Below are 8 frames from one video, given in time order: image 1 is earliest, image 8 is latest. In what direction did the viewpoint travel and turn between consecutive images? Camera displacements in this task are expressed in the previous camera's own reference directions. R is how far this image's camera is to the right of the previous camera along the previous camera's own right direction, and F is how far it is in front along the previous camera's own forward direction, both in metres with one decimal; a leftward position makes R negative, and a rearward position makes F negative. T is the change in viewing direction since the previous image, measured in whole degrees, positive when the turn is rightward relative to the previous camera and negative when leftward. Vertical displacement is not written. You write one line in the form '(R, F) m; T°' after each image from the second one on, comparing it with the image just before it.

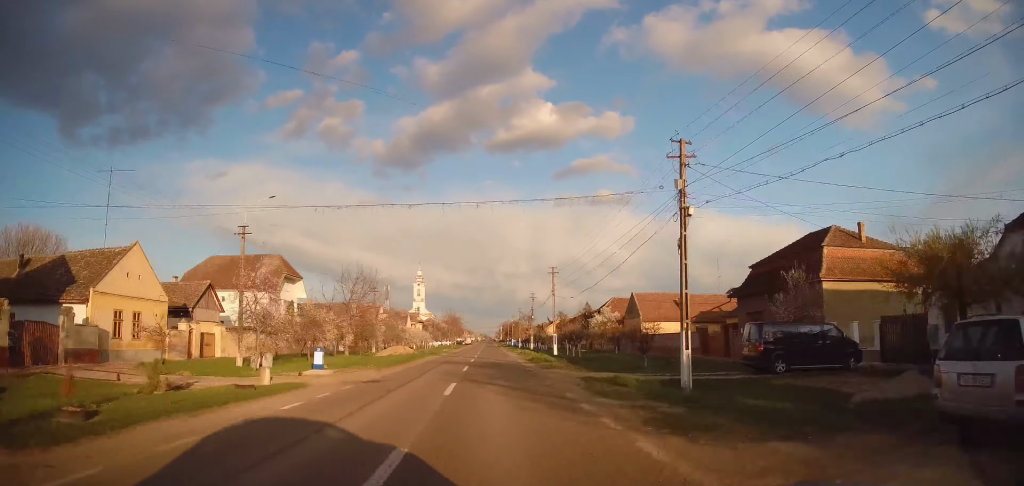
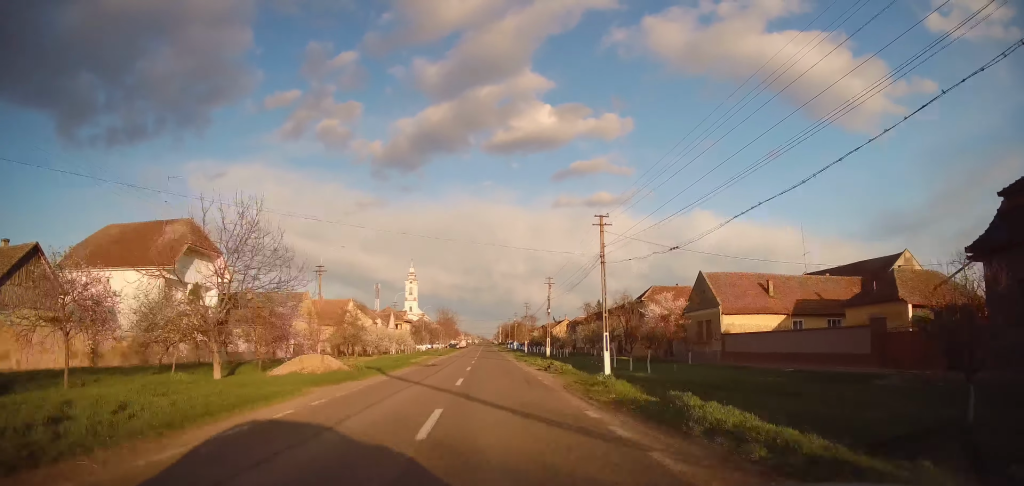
(-0.2, +23.5) m; 0°
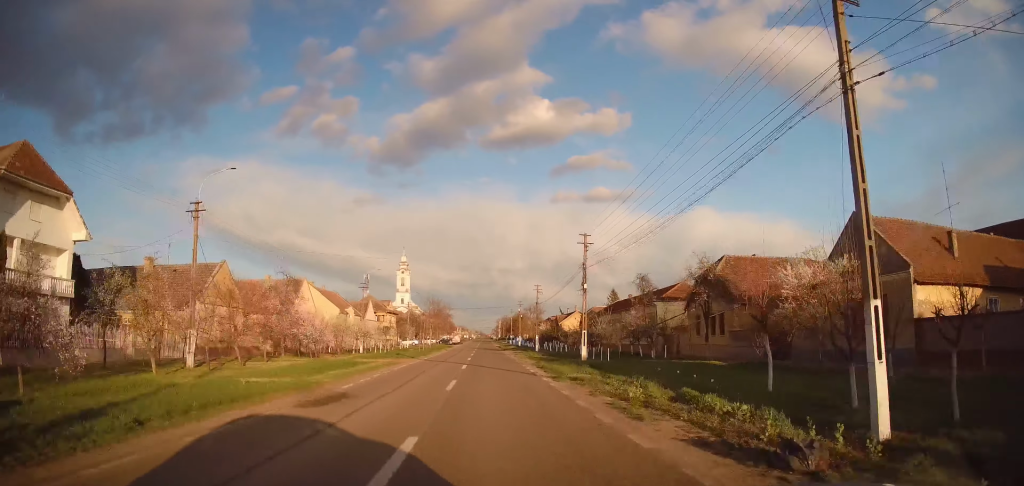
(+0.3, +21.2) m; 0°
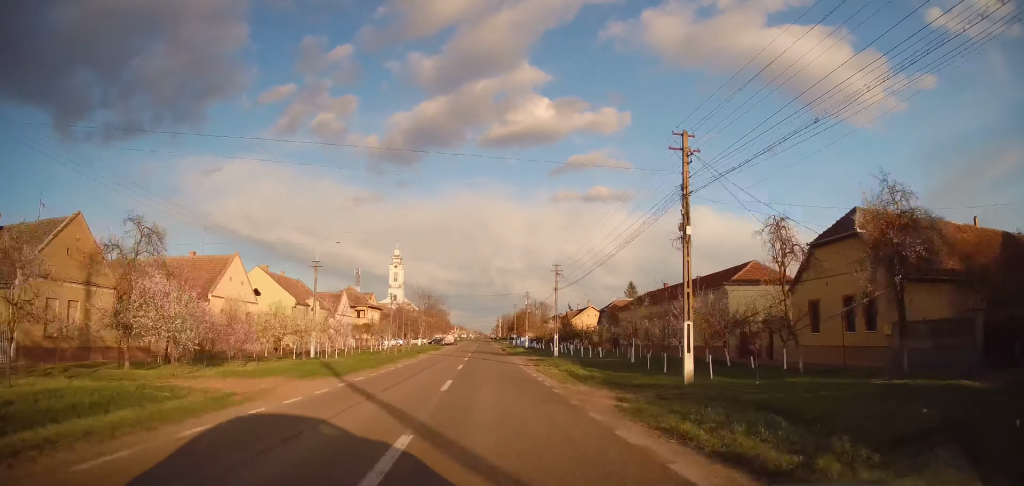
(-0.2, +18.1) m; 0°
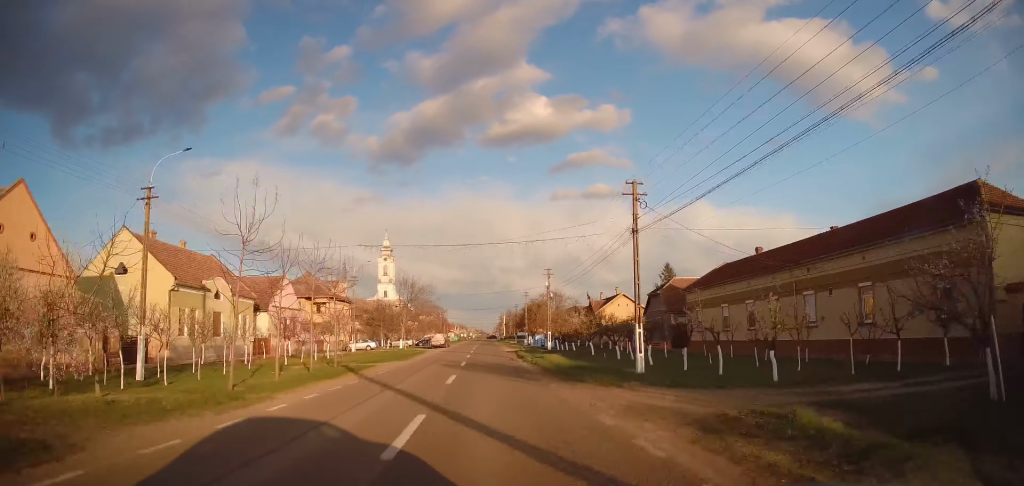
(+0.1, +24.8) m; +1°
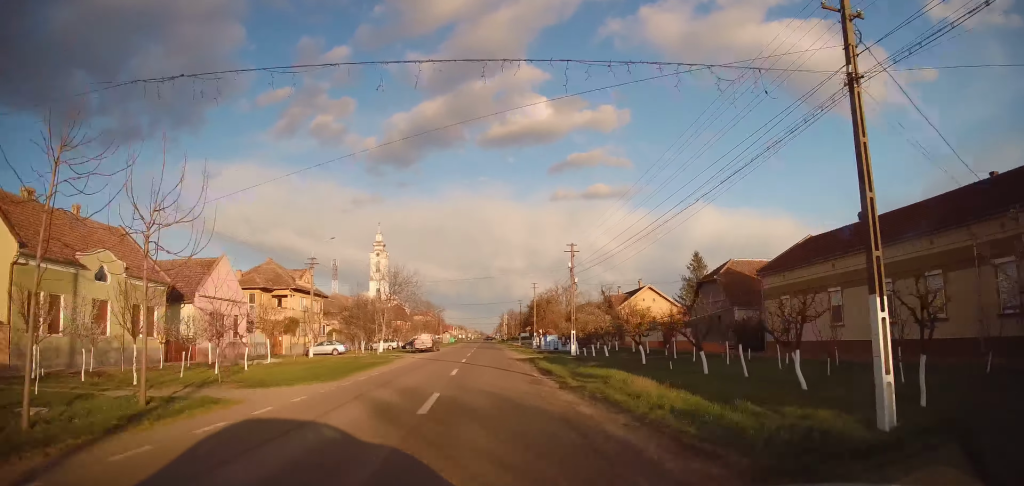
(+0.3, +14.6) m; -1°
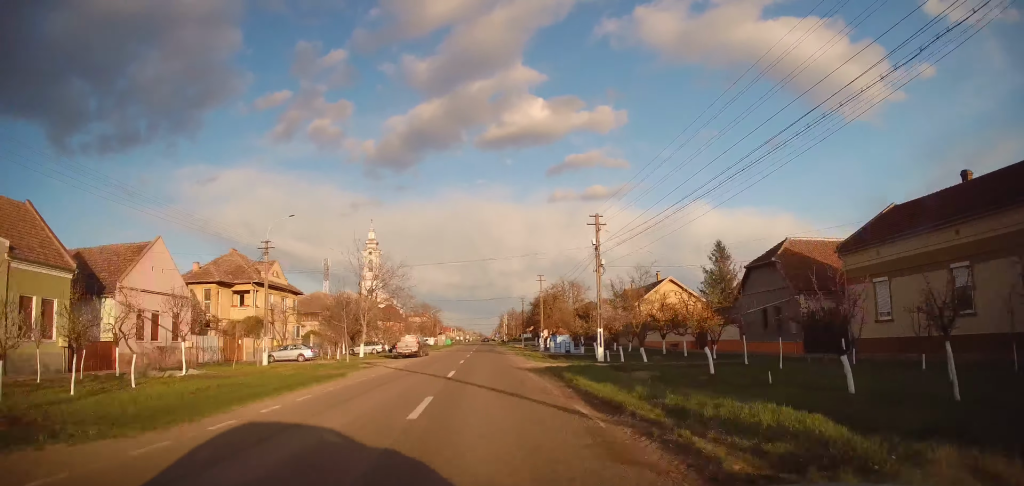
(-0.2, +9.5) m; -1°
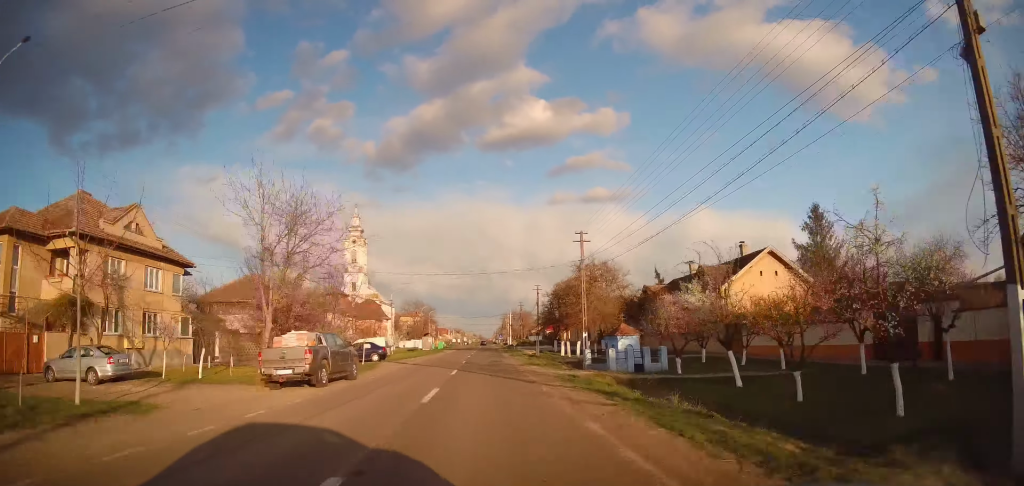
(-0.3, +24.9) m; +1°
